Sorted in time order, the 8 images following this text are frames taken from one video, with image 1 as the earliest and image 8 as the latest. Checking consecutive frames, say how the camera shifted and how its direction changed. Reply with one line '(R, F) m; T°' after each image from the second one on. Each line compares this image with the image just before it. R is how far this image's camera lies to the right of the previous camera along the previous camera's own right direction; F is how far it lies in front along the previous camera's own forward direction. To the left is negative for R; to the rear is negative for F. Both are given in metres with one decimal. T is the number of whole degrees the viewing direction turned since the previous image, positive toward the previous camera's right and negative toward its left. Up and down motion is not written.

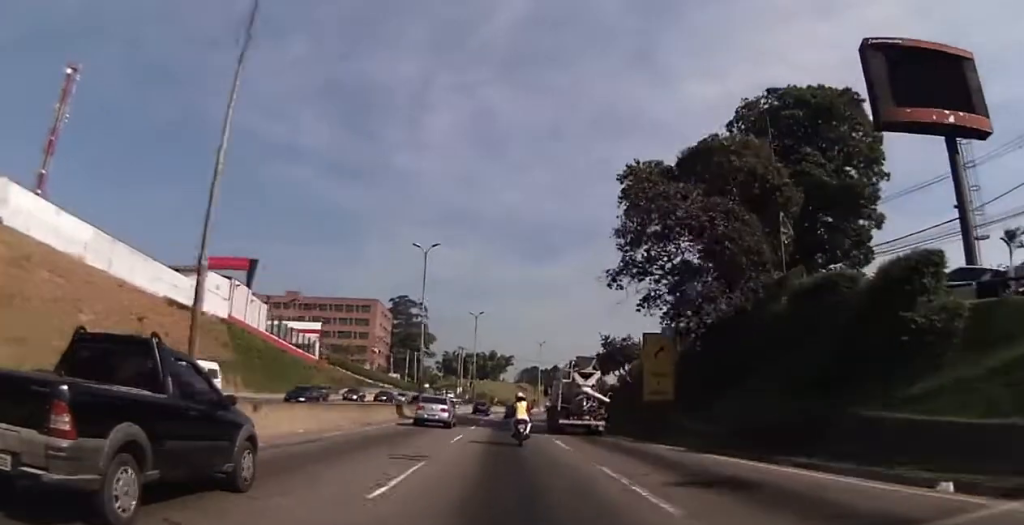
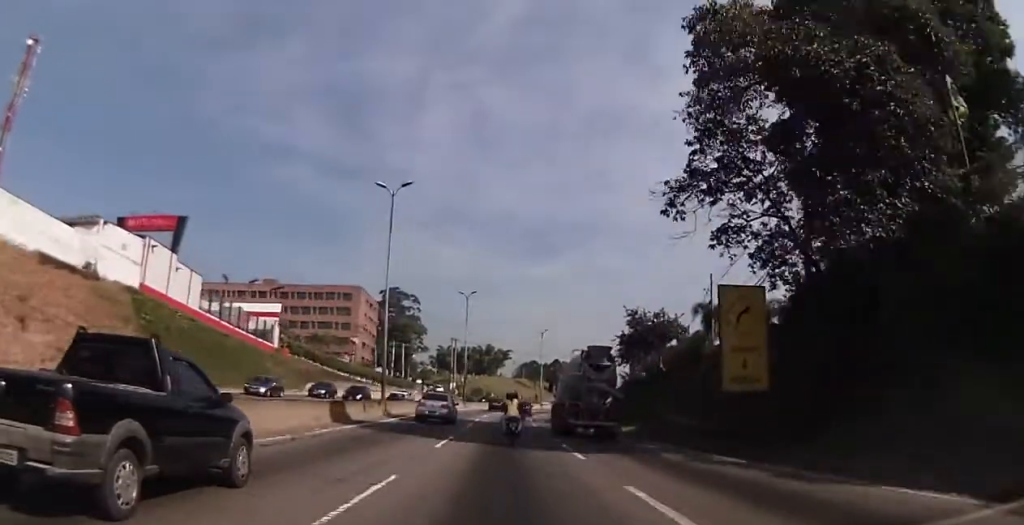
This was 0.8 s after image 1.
(+0.1, +15.2) m; 0°
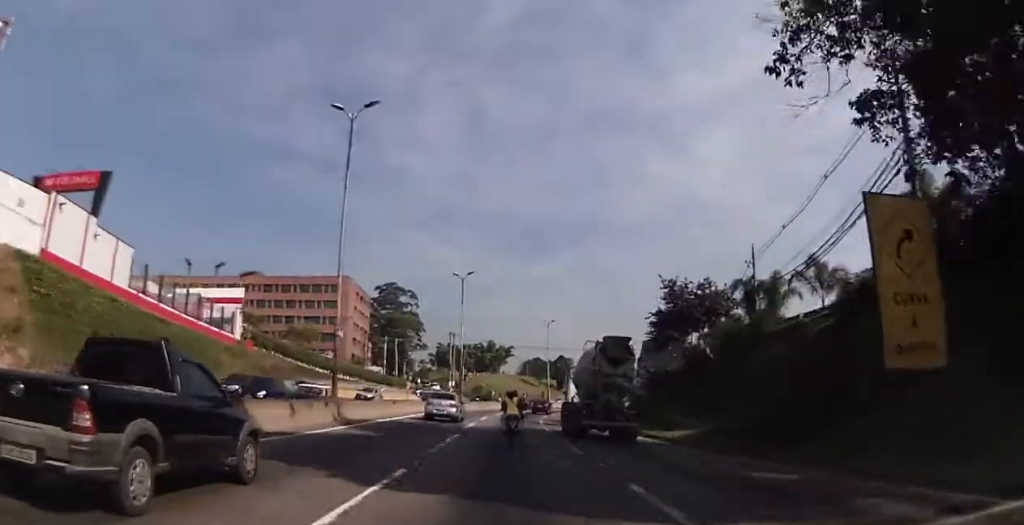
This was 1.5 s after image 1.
(+0.1, +11.5) m; 0°
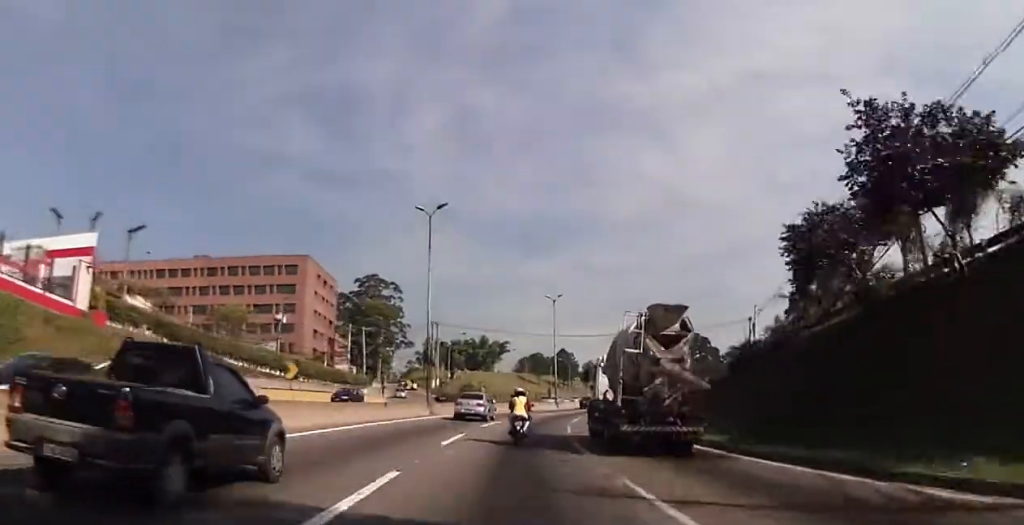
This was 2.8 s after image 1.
(-0.2, +25.3) m; 0°
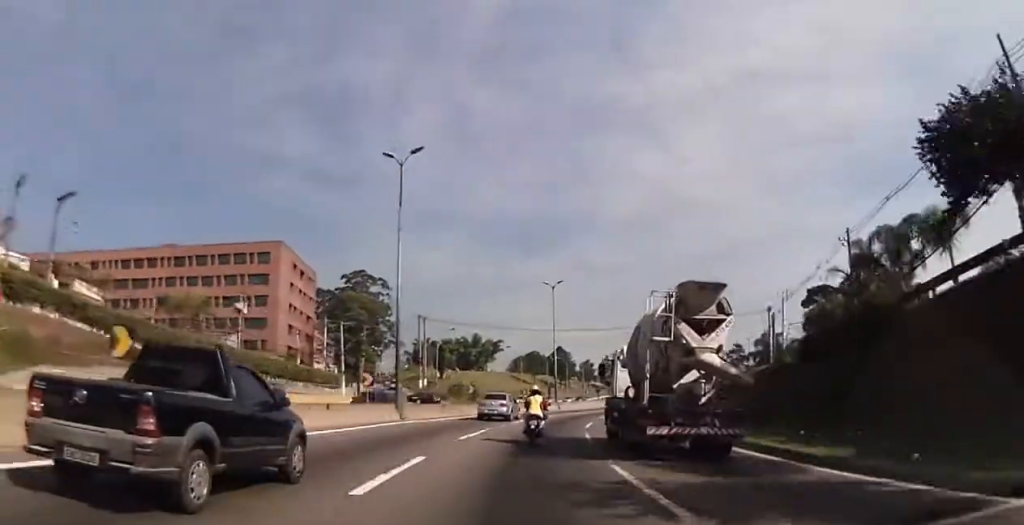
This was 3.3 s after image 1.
(+0.1, +8.9) m; +1°
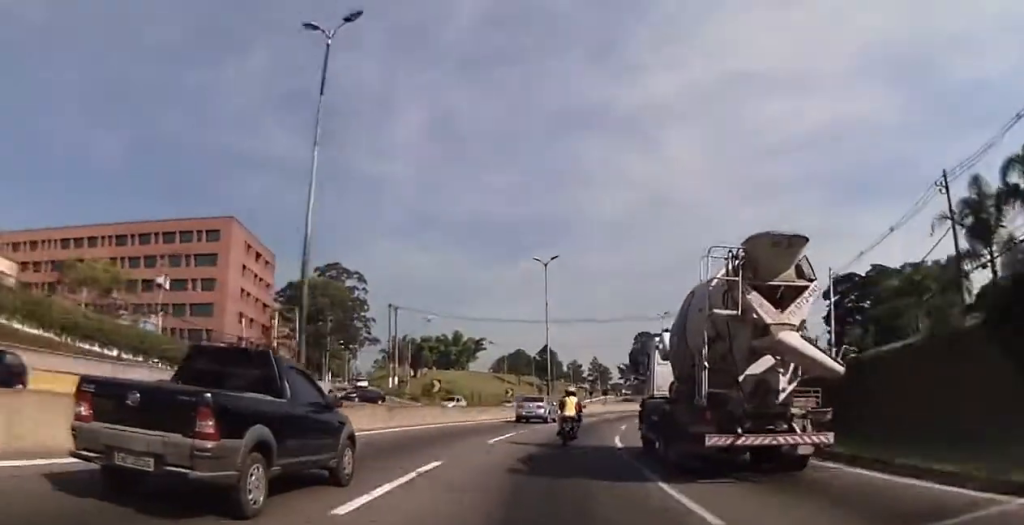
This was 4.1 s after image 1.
(+0.1, +12.2) m; +1°
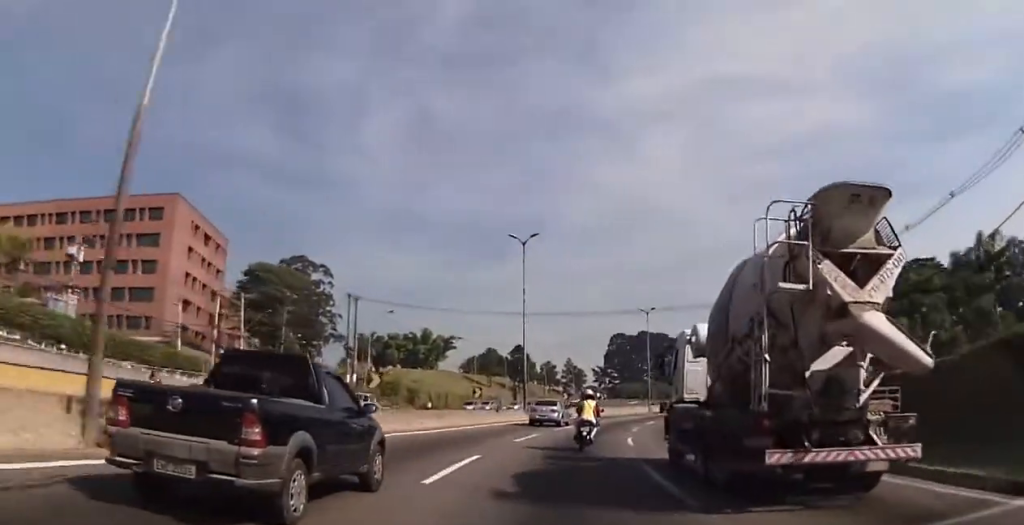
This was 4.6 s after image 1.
(+0.1, +8.3) m; +1°
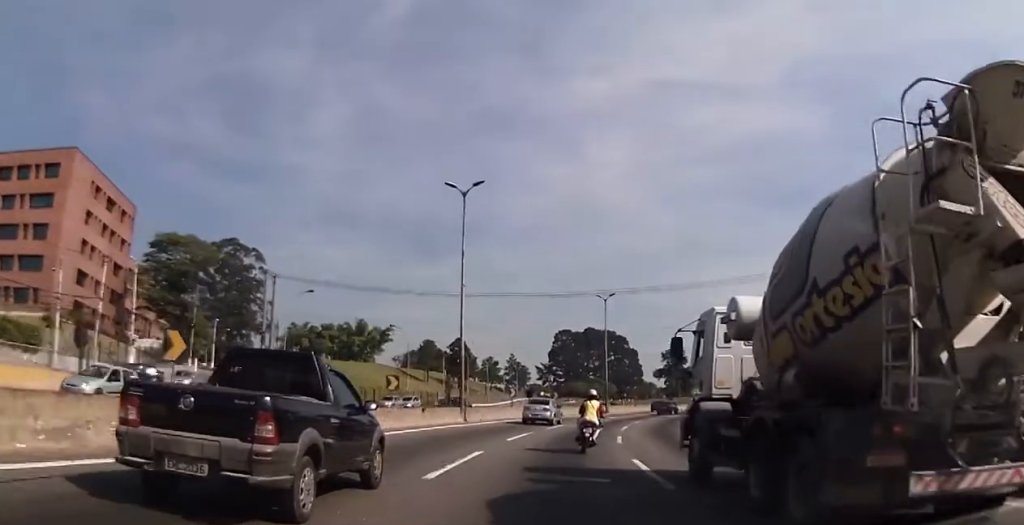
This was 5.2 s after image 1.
(+0.1, +10.5) m; +2°
